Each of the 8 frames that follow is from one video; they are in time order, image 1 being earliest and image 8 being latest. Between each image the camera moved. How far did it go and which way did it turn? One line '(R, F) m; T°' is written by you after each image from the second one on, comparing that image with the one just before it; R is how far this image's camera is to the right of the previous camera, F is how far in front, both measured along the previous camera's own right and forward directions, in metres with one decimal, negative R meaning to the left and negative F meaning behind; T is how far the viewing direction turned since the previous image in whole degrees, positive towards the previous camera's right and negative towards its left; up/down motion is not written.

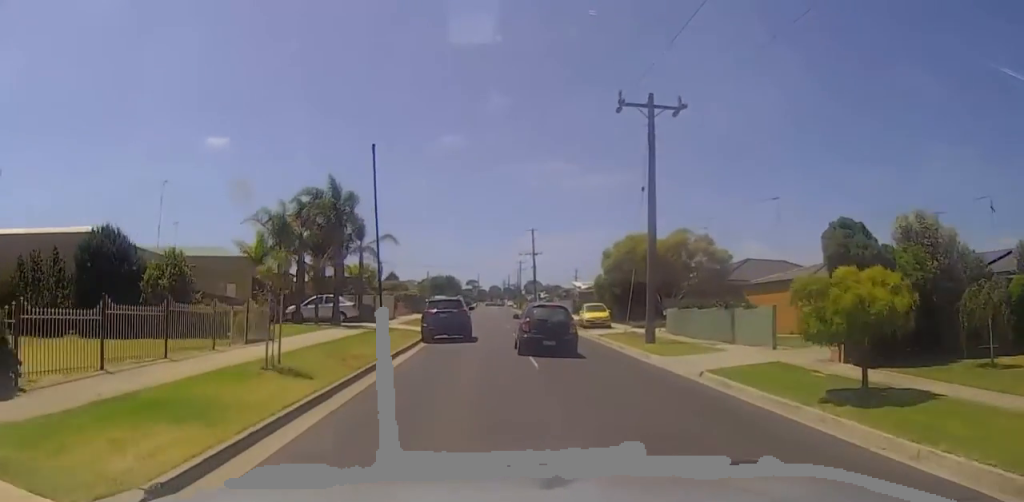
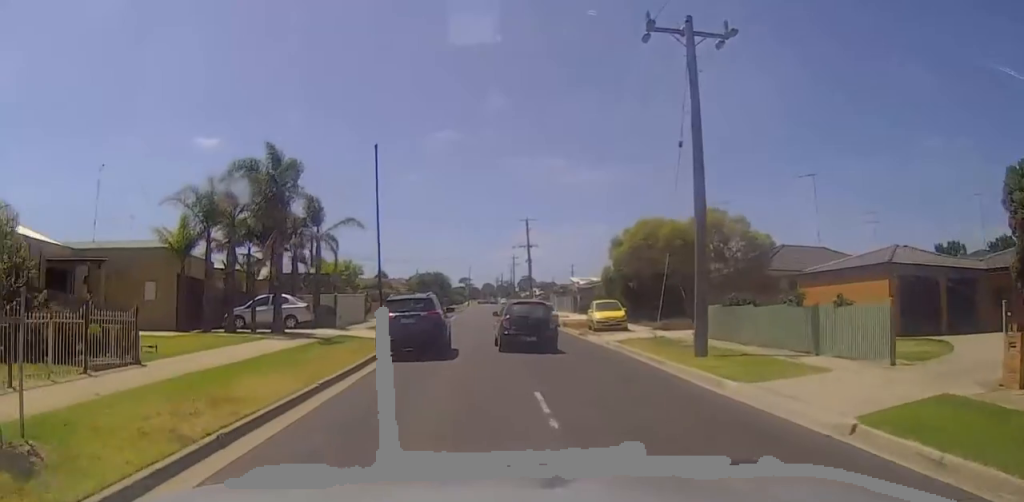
(+0.1, +7.8) m; 0°
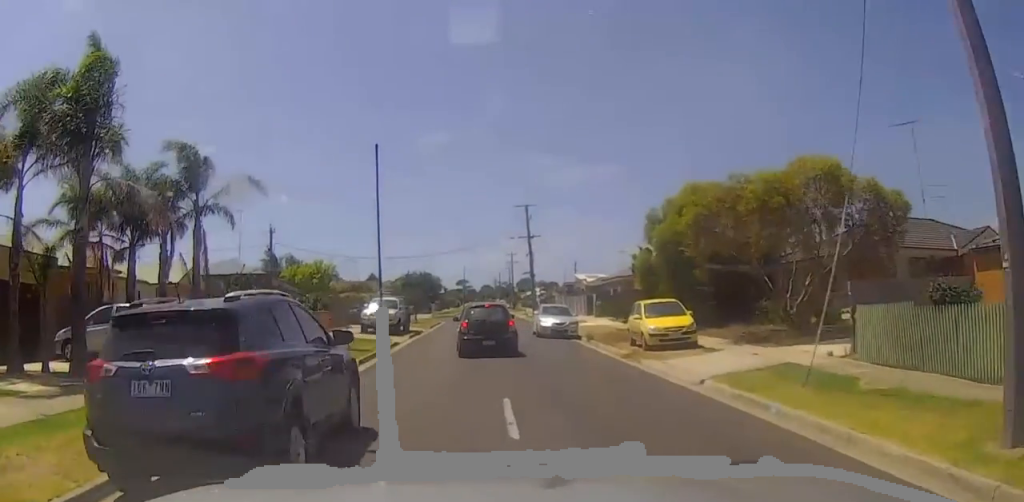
(0.0, +12.8) m; -1°
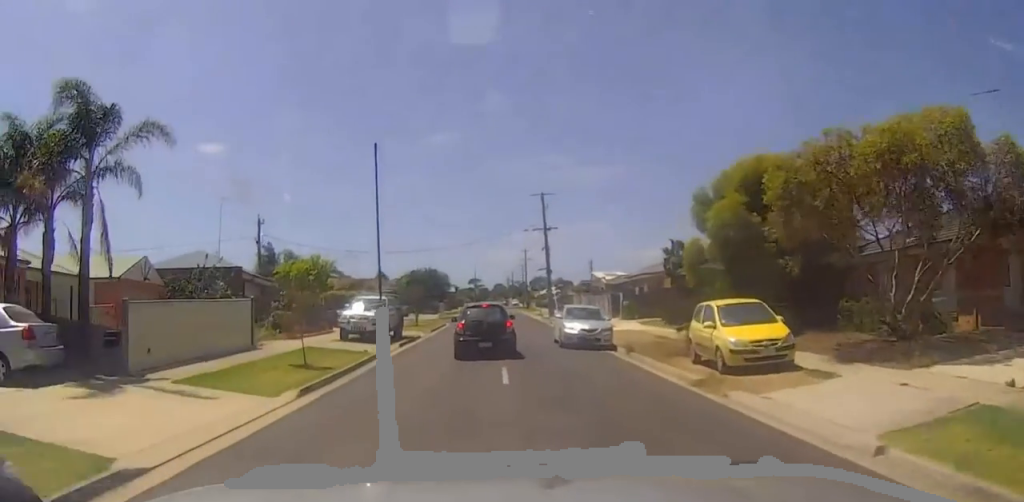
(0.0, +6.4) m; -1°
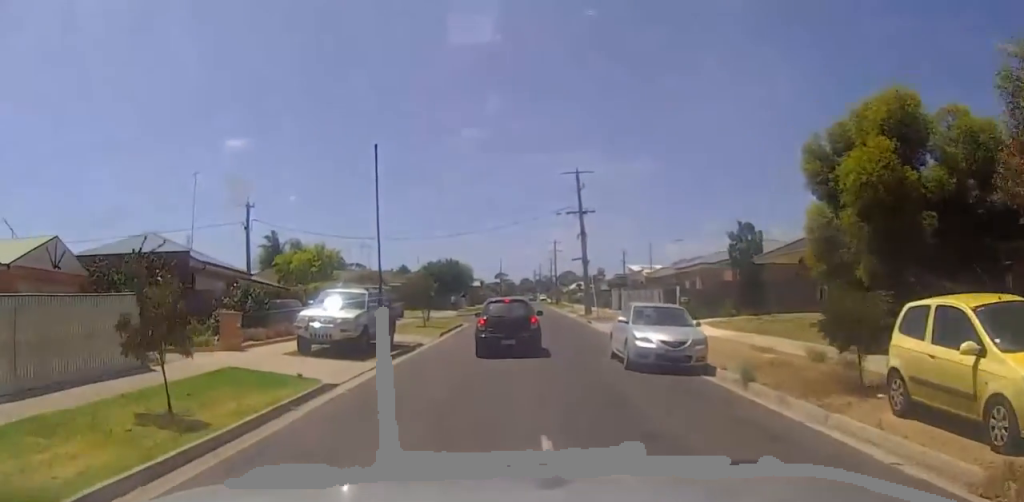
(-0.2, +8.5) m; 0°
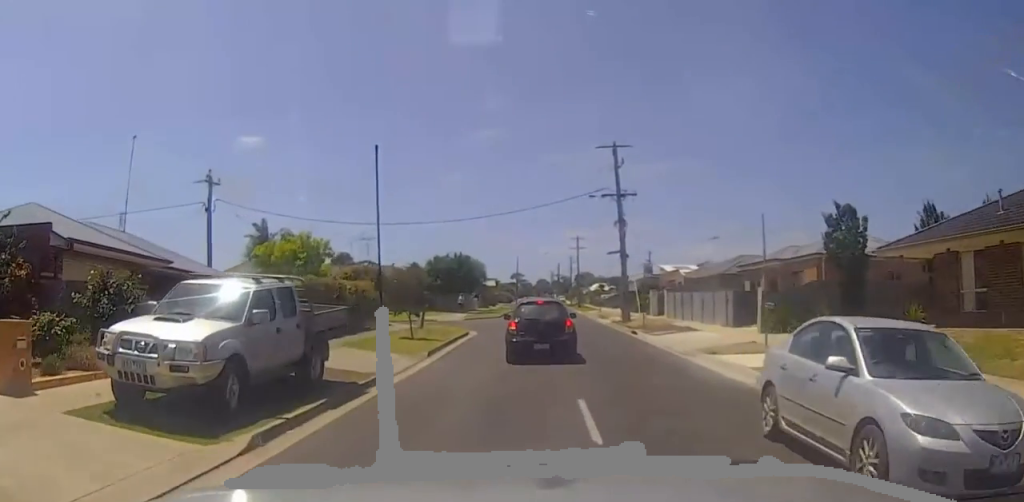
(+0.3, +10.1) m; +3°
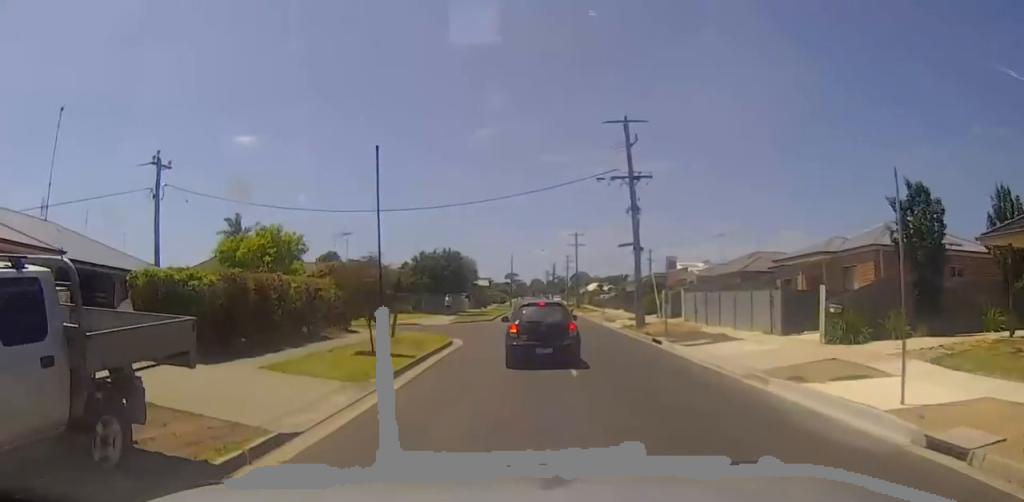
(+0.3, +6.7) m; -4°
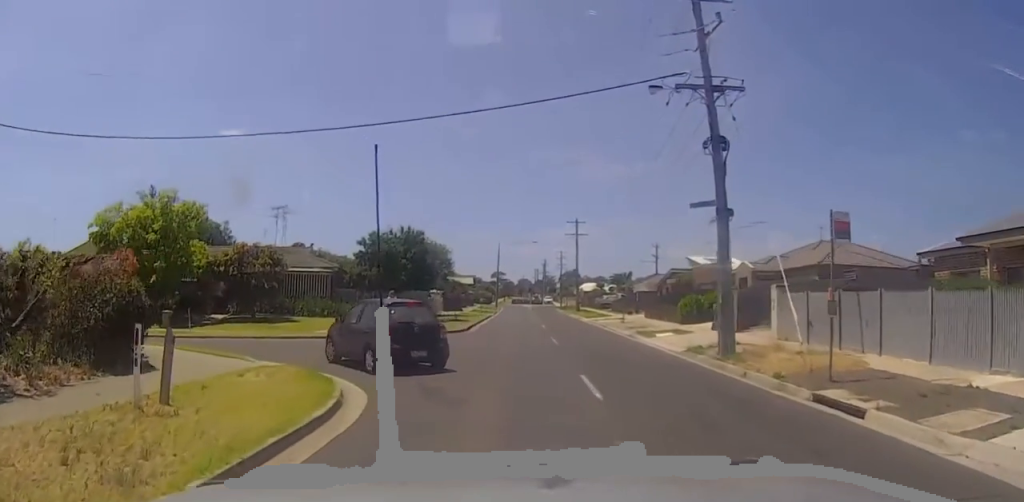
(-0.5, +17.6) m; 0°
